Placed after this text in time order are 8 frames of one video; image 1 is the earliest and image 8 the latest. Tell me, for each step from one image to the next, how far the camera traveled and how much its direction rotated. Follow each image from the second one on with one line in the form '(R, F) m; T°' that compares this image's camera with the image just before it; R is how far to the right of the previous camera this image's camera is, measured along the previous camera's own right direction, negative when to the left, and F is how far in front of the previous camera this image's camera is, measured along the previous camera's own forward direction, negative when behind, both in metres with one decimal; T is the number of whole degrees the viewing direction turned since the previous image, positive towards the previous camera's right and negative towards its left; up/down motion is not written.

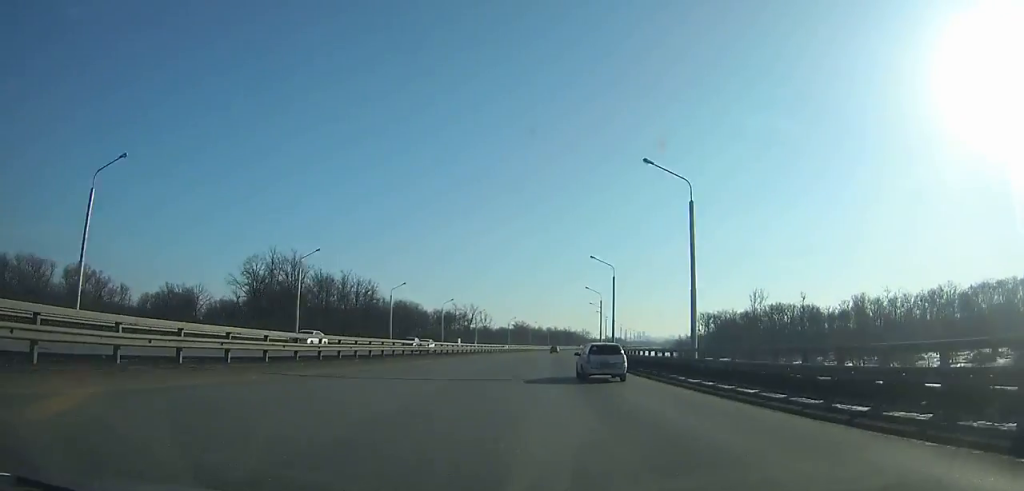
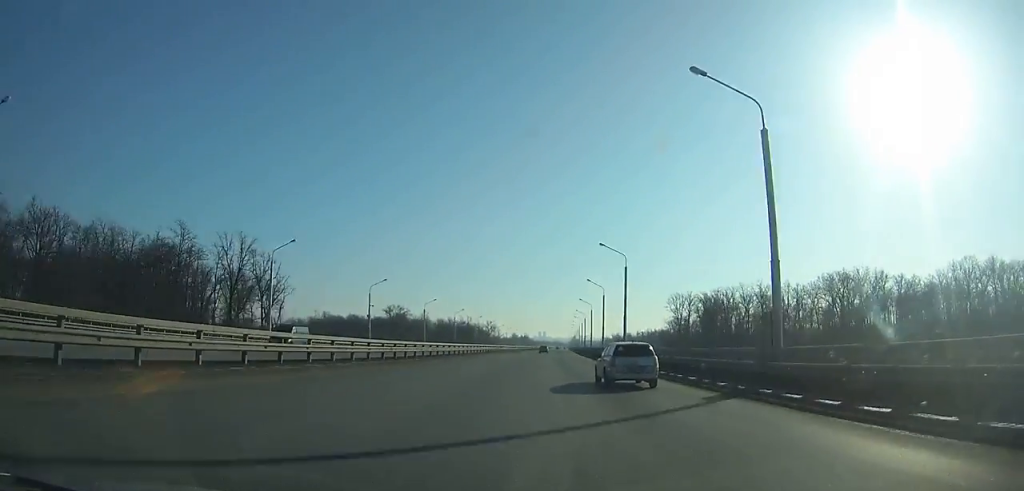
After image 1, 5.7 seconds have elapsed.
(+13.3, +142.7) m; +10°
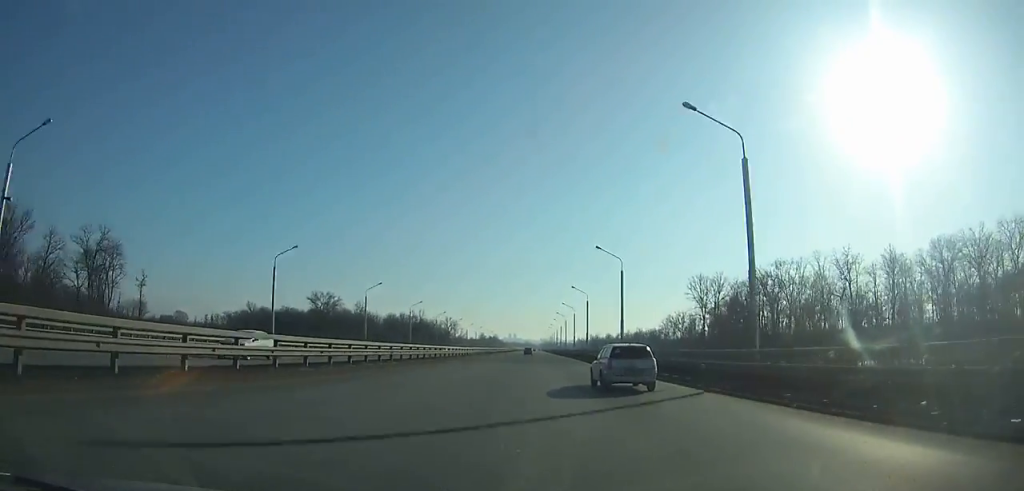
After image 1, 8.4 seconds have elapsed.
(+2.1, +67.4) m; +2°
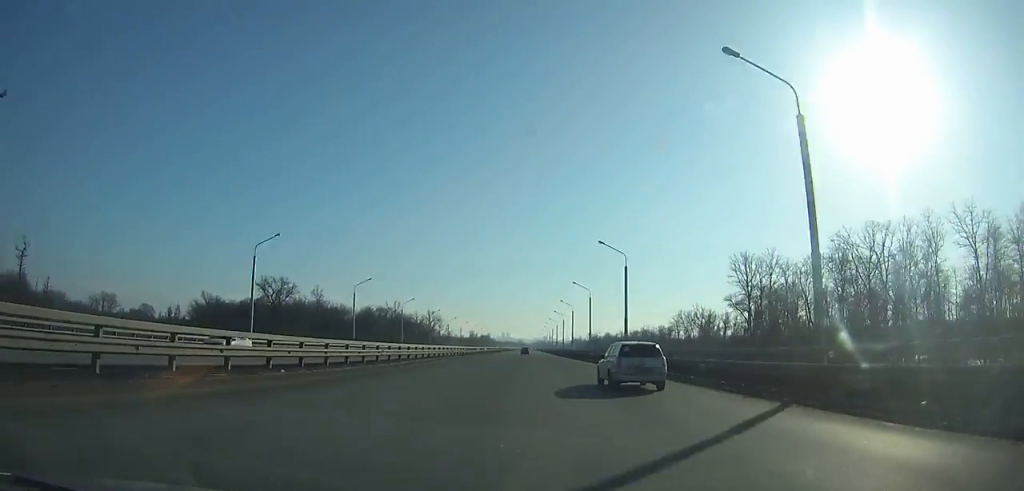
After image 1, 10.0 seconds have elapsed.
(+0.3, +39.7) m; +1°
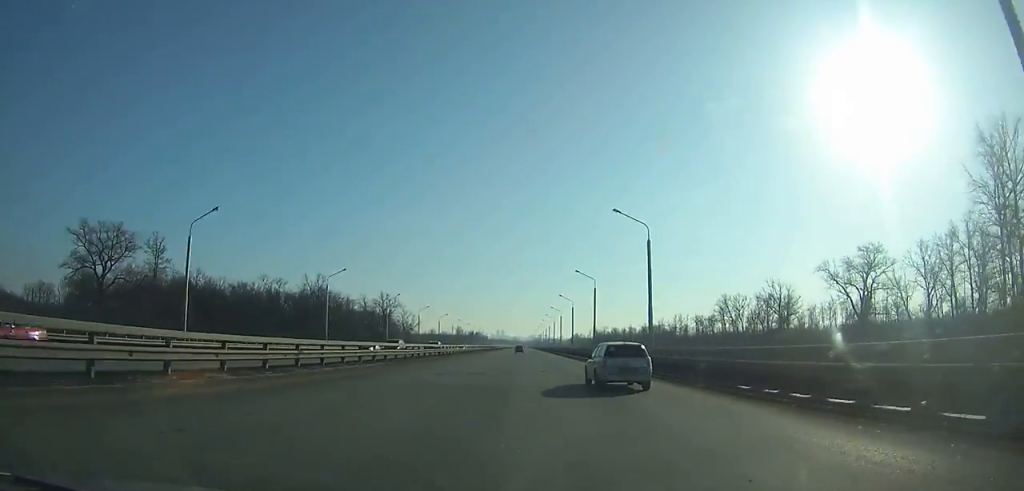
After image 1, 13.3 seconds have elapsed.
(+0.6, +81.0) m; 0°
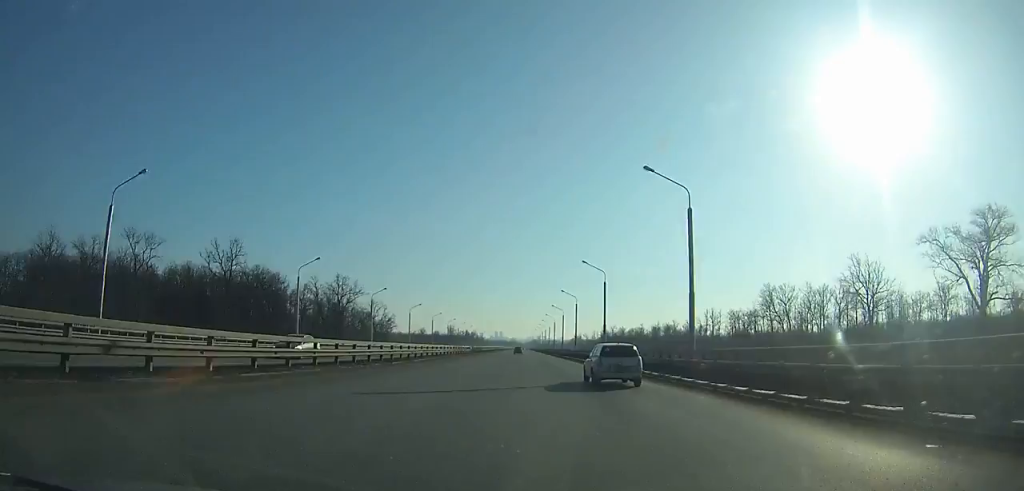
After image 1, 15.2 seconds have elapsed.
(+0.1, +46.4) m; 0°
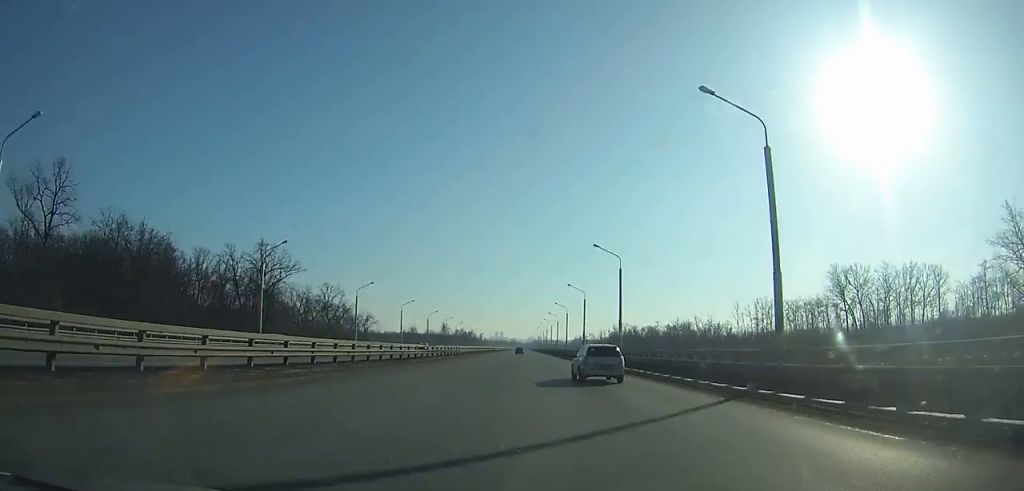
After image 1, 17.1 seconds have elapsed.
(-0.2, +46.7) m; 0°
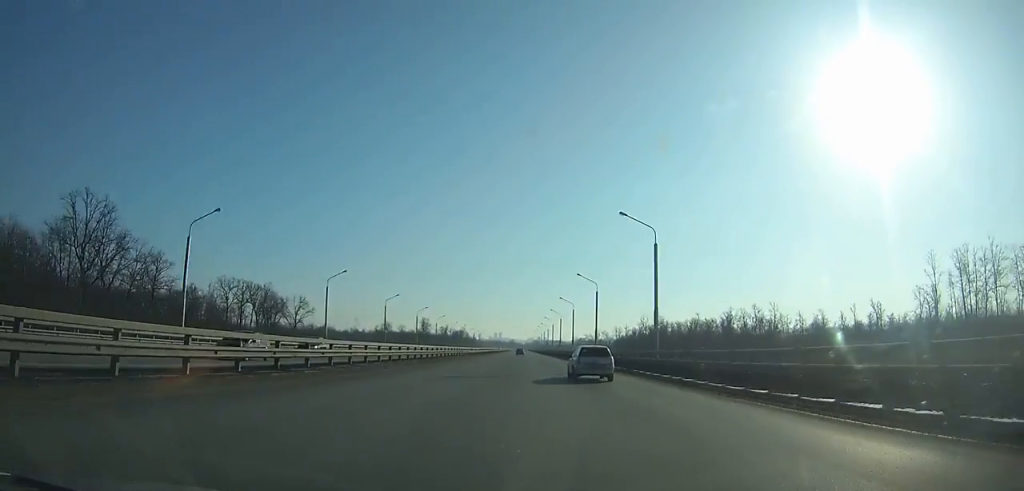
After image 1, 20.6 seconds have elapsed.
(-0.2, +87.1) m; 0°
